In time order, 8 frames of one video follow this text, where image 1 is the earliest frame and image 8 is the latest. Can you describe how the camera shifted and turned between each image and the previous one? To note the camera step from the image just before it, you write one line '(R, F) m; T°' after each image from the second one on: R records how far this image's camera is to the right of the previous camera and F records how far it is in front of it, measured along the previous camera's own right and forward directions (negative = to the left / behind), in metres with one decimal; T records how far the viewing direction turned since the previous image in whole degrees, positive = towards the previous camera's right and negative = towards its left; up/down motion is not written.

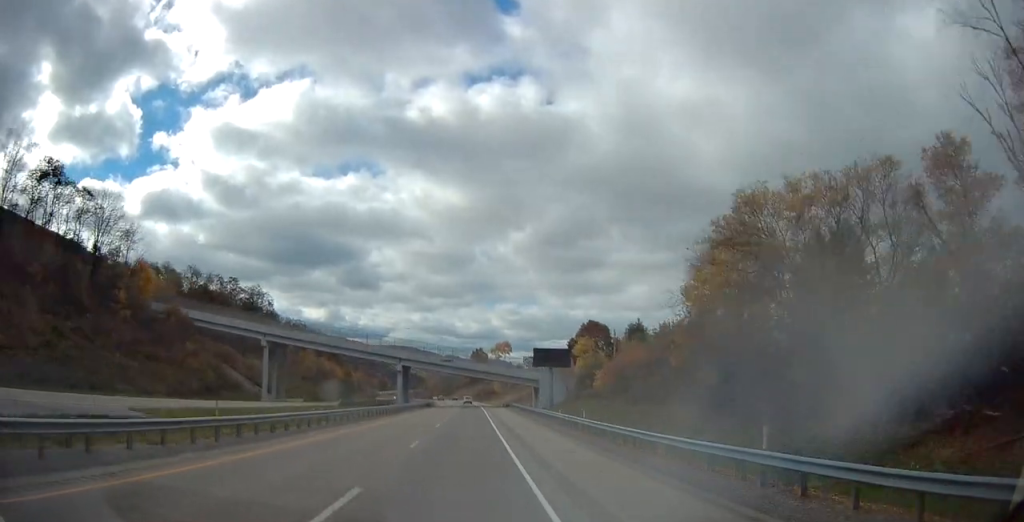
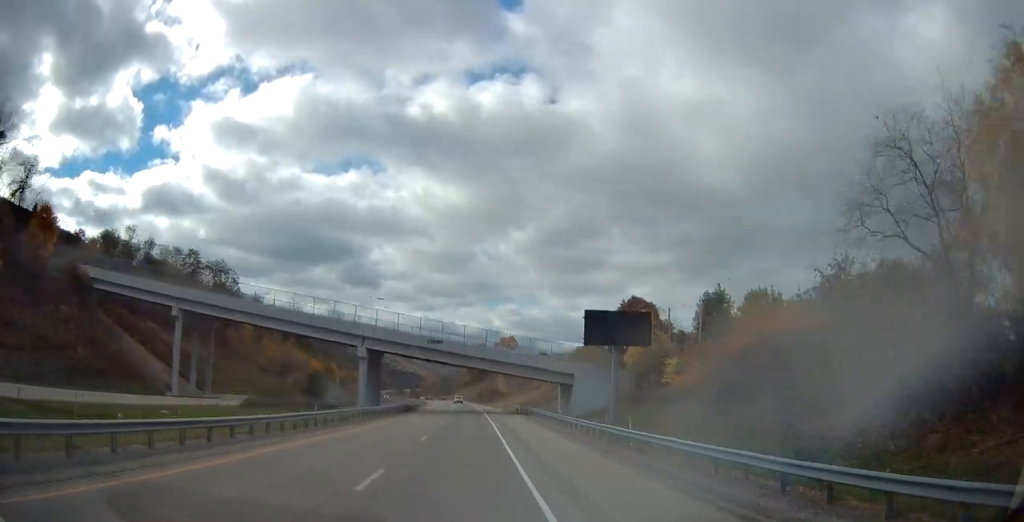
(0.0, +33.4) m; -1°
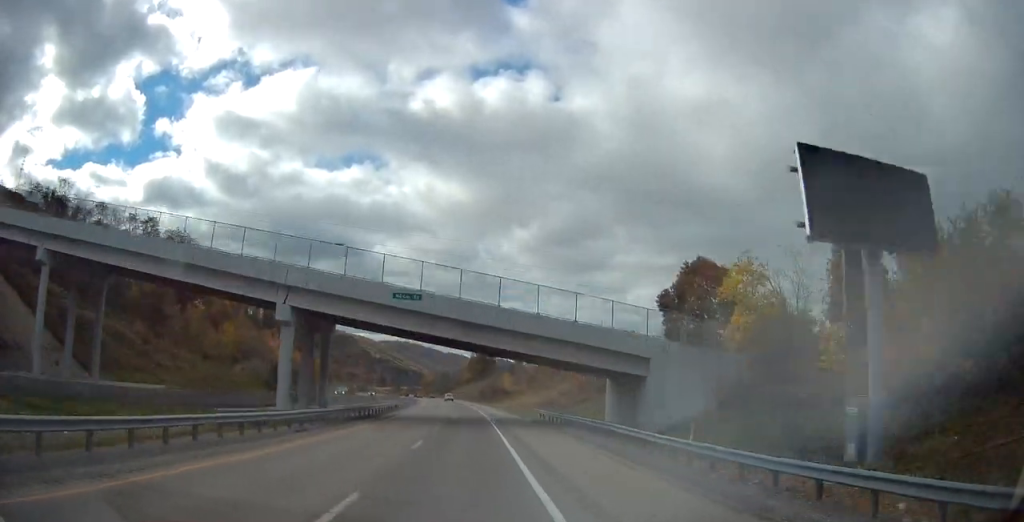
(-0.3, +28.0) m; -1°
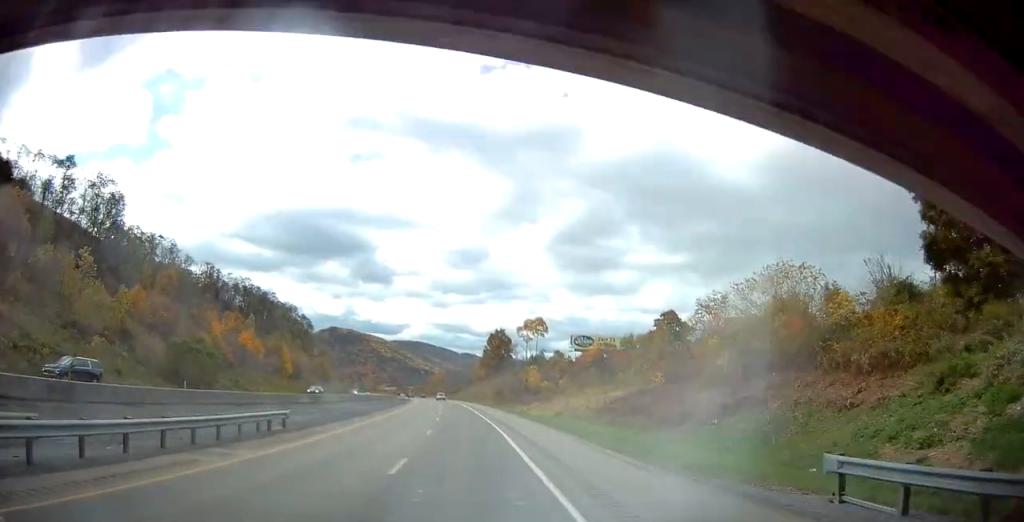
(-0.3, +43.1) m; -1°
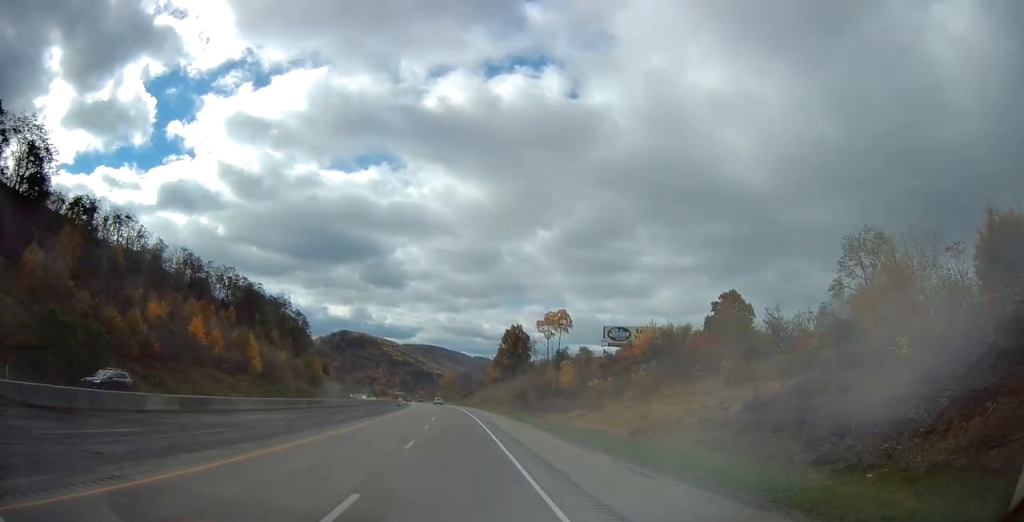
(-0.3, +29.9) m; -1°
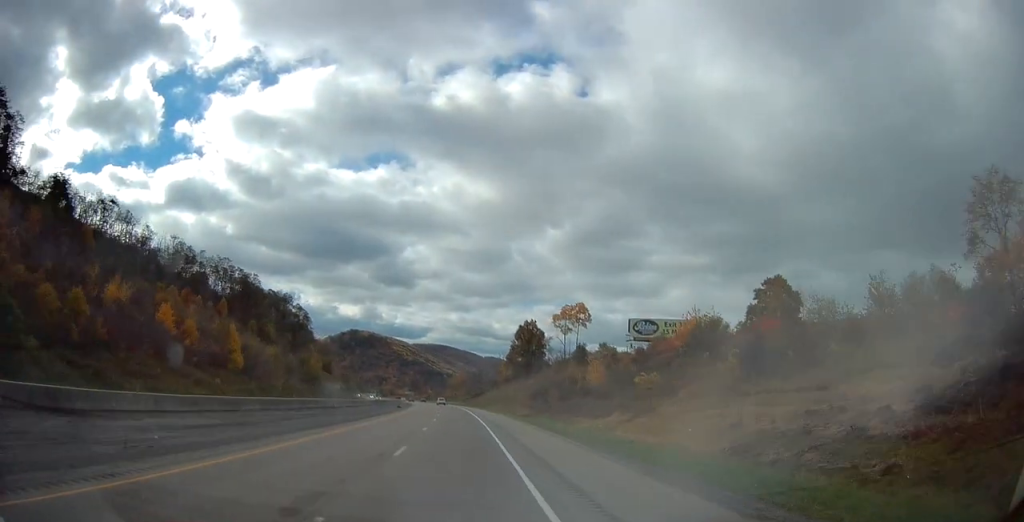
(-0.1, +14.9) m; -1°
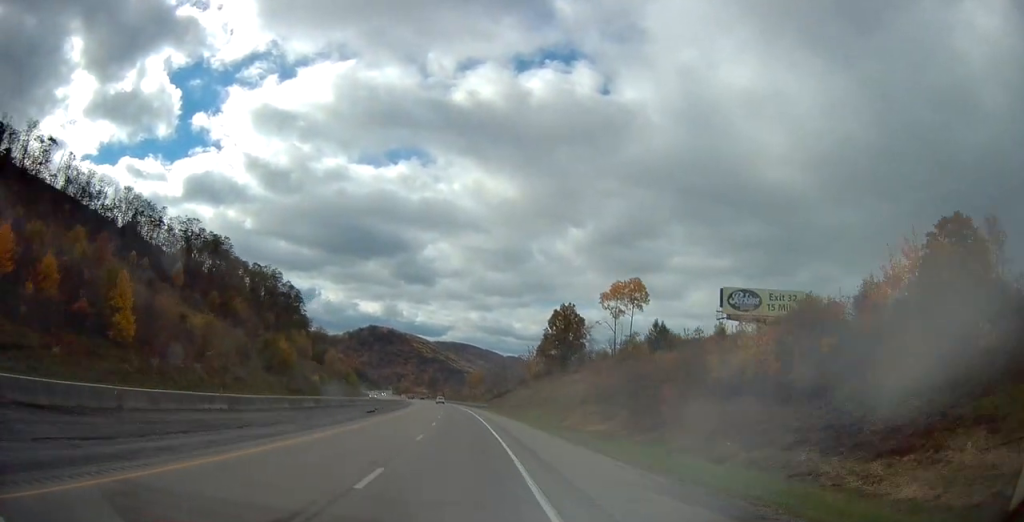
(-0.4, +42.6) m; -1°
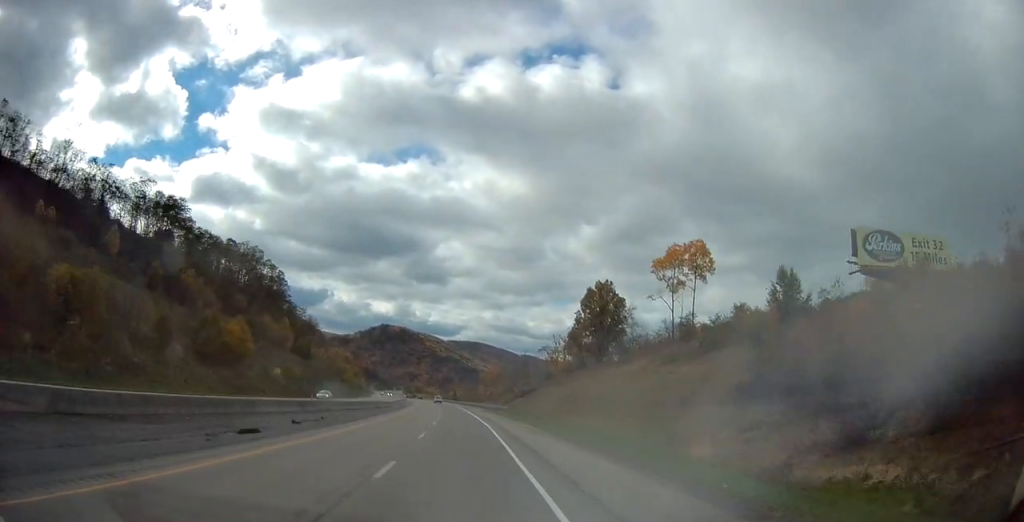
(-0.6, +35.2) m; -2°
